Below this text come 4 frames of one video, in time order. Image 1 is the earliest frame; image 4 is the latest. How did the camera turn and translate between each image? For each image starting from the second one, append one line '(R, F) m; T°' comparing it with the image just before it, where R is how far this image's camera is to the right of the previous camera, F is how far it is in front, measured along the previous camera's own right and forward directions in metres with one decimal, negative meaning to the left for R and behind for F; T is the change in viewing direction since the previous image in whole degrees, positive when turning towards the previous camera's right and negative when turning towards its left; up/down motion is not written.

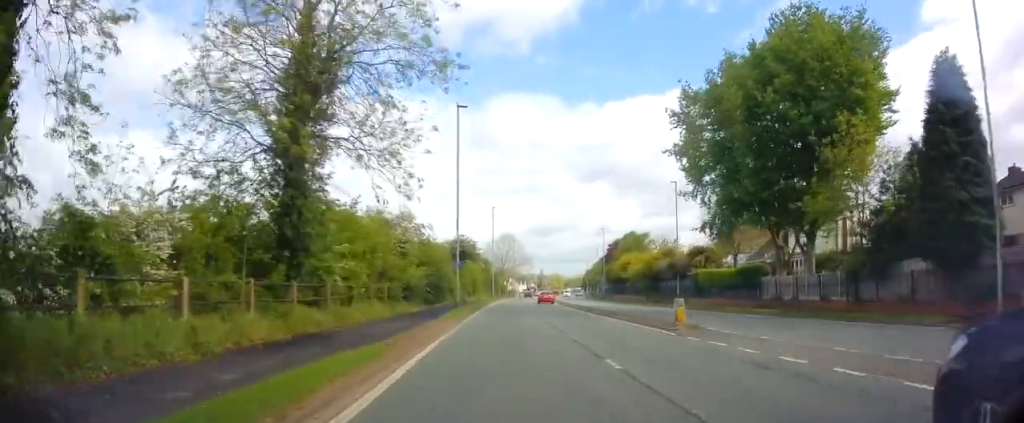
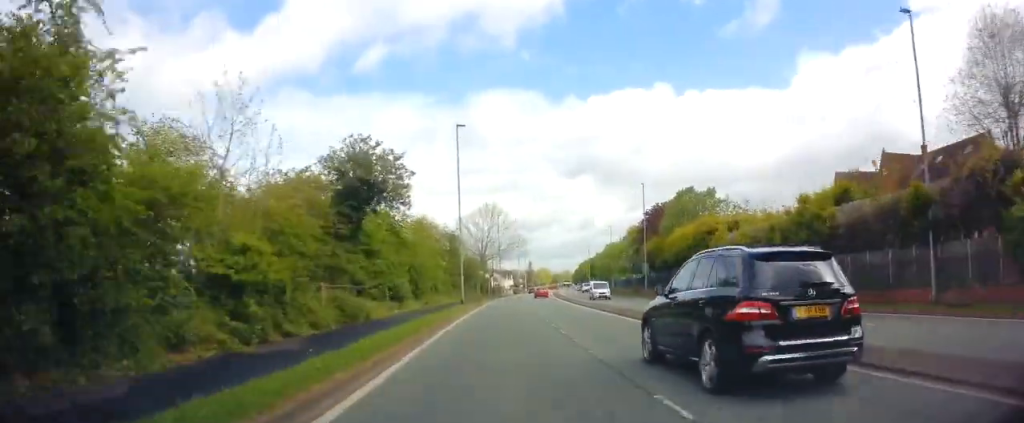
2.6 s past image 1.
(+0.4, +38.4) m; +1°
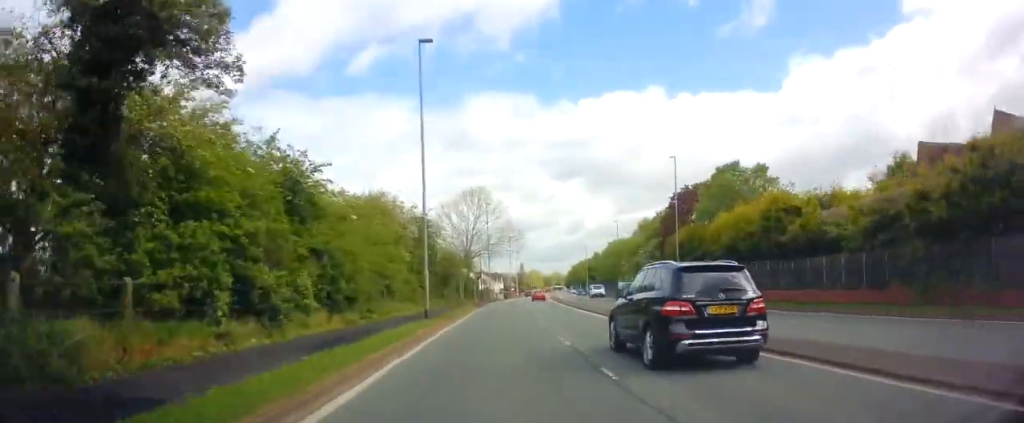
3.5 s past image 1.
(+0.1, +14.7) m; +1°
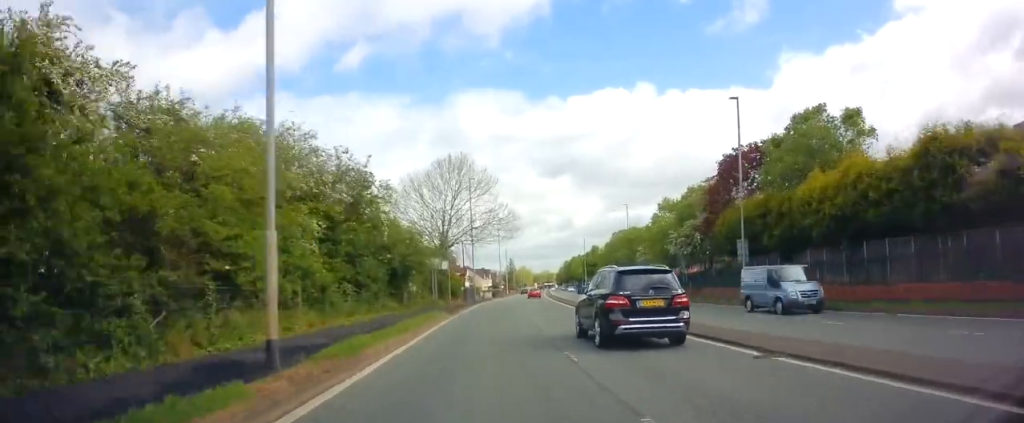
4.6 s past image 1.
(+0.2, +15.8) m; +2°
